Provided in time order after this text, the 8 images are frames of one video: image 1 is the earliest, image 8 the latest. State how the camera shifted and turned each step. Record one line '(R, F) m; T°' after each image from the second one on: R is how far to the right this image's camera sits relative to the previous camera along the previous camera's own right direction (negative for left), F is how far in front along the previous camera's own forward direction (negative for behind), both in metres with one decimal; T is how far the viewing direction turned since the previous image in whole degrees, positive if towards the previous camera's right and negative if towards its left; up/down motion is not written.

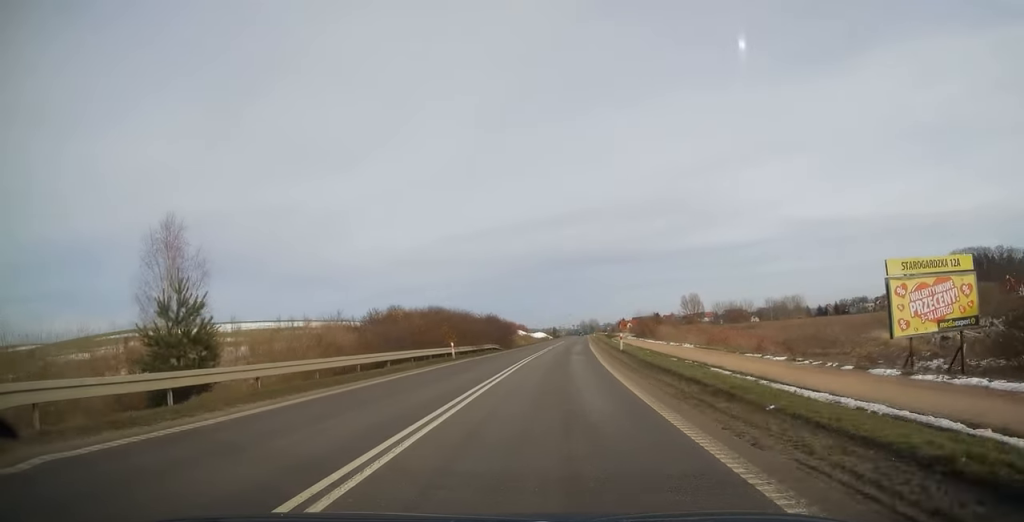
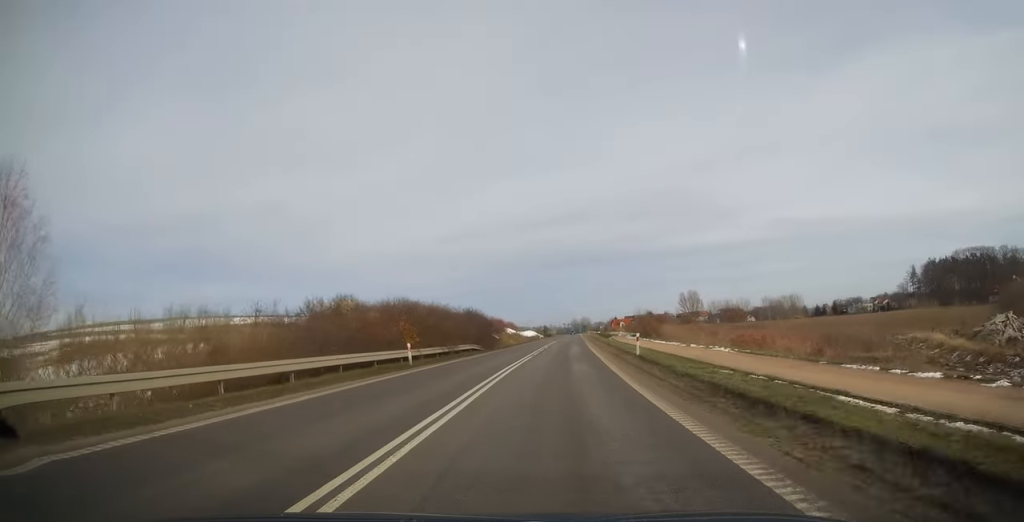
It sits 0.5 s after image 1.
(+0.1, +9.8) m; +1°
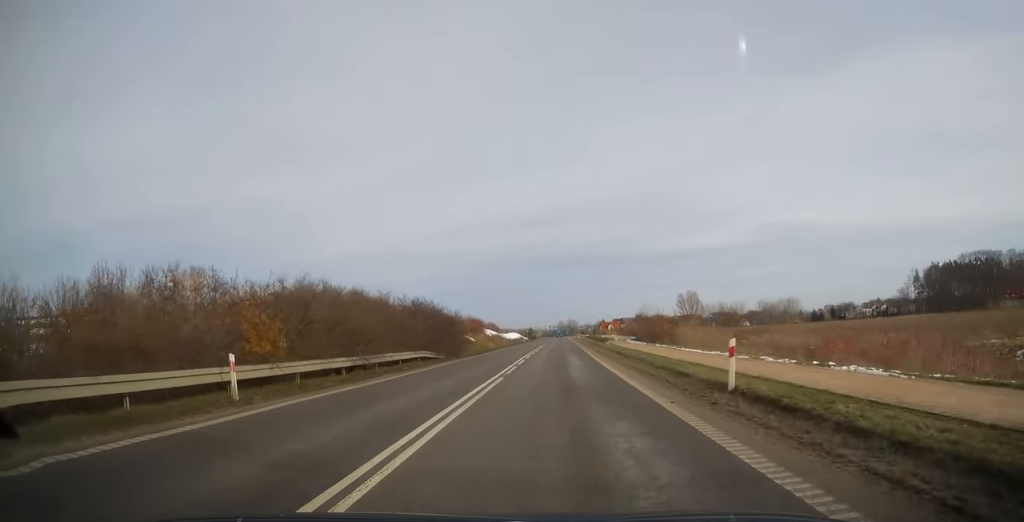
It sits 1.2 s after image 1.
(+0.1, +15.3) m; +1°
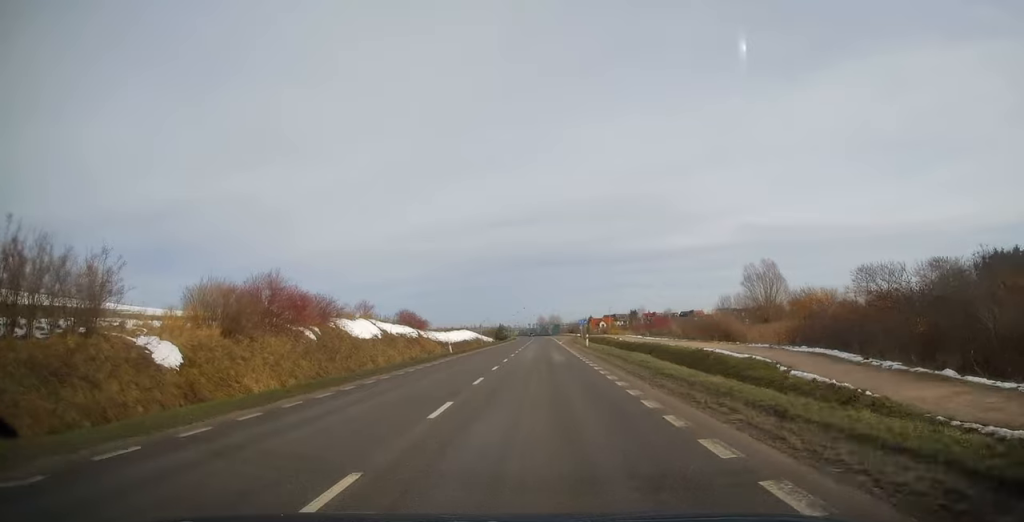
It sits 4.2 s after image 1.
(+1.9, +69.0) m; +3°
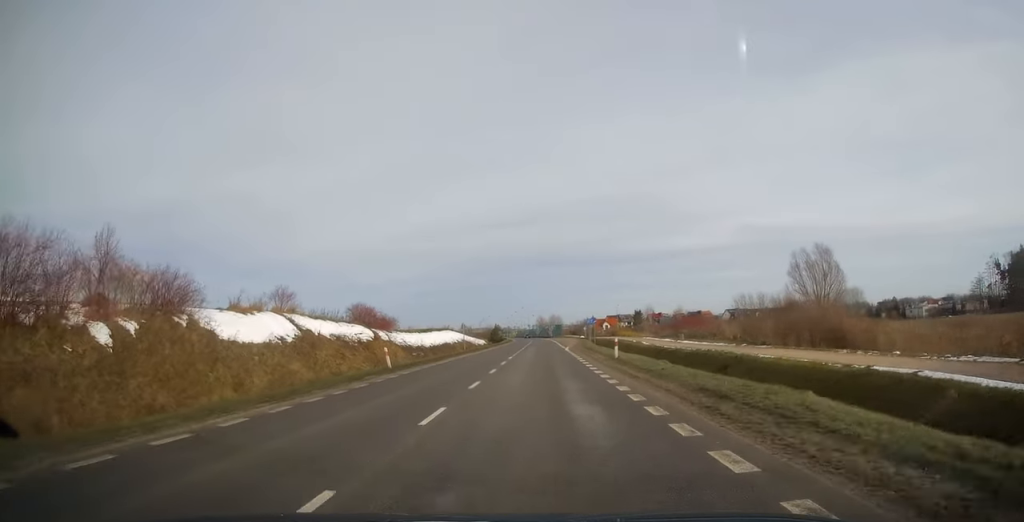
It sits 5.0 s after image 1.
(-0.1, +18.7) m; 0°
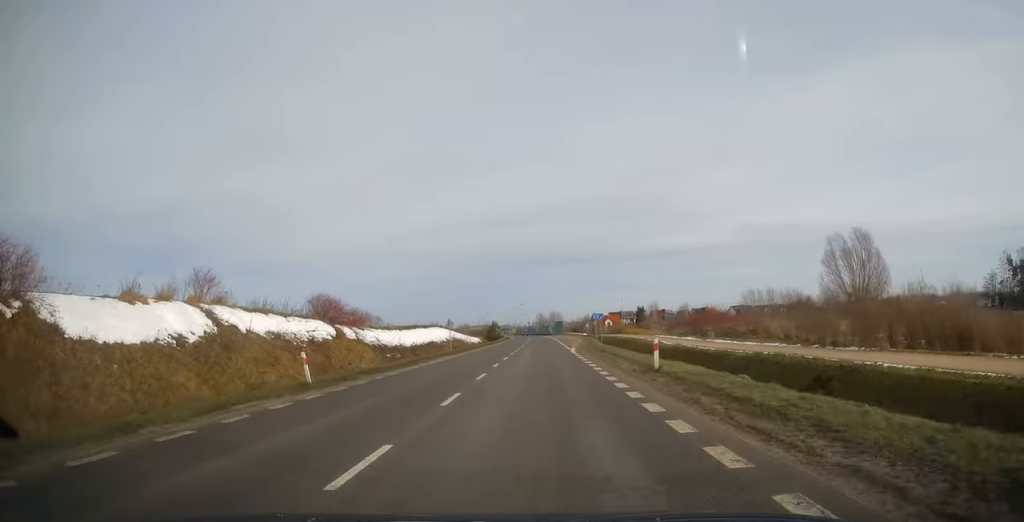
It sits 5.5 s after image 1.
(-0.1, +9.9) m; 0°
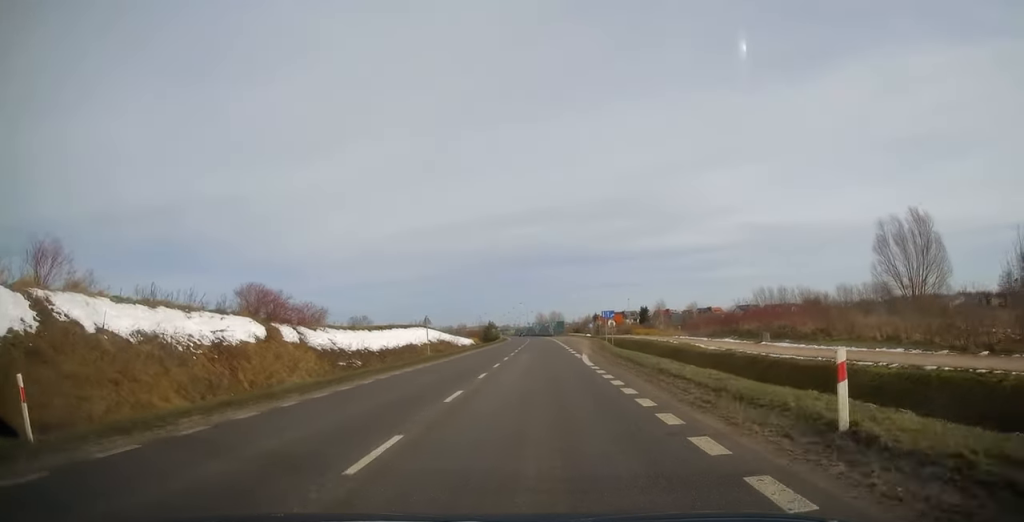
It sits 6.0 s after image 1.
(+0.2, +11.4) m; 0°
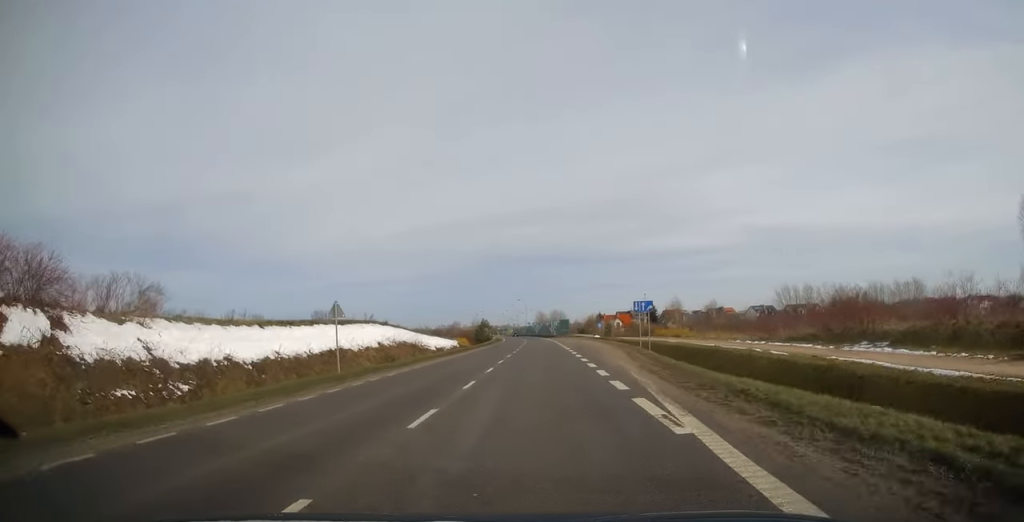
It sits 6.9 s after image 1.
(0.0, +21.0) m; 0°
